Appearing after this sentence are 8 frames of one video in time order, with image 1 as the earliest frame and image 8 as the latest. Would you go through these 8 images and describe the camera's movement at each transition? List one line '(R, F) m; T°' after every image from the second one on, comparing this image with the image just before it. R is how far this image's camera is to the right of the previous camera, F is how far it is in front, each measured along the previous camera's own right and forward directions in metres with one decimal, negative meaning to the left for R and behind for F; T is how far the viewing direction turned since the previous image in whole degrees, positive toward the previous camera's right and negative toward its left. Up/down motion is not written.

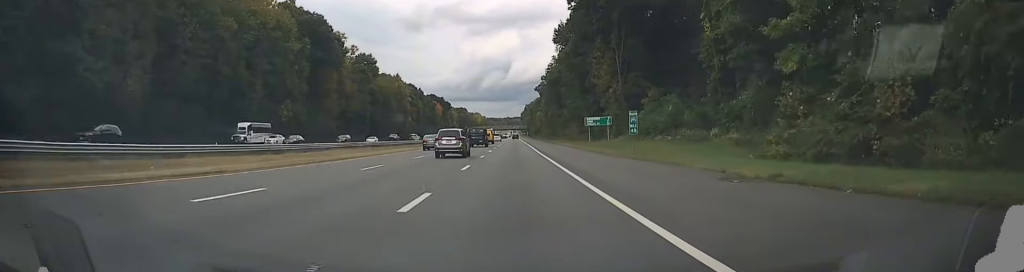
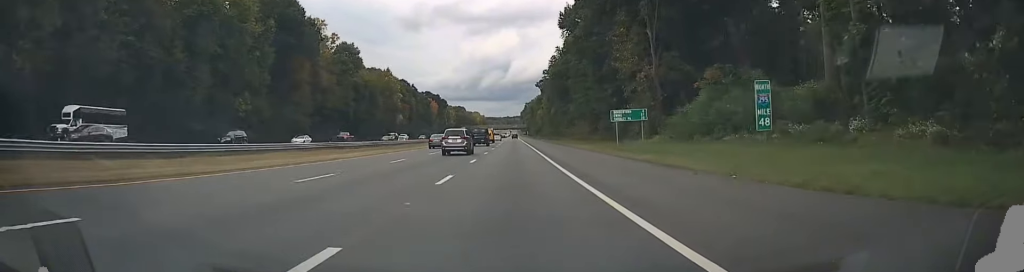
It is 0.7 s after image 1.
(0.0, +17.8) m; 0°
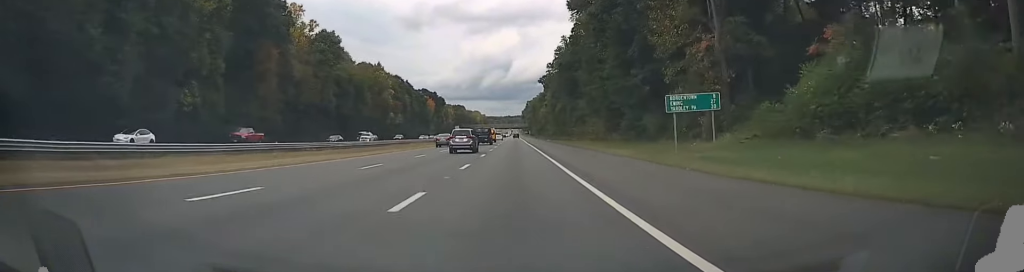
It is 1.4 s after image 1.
(0.0, +17.4) m; 0°
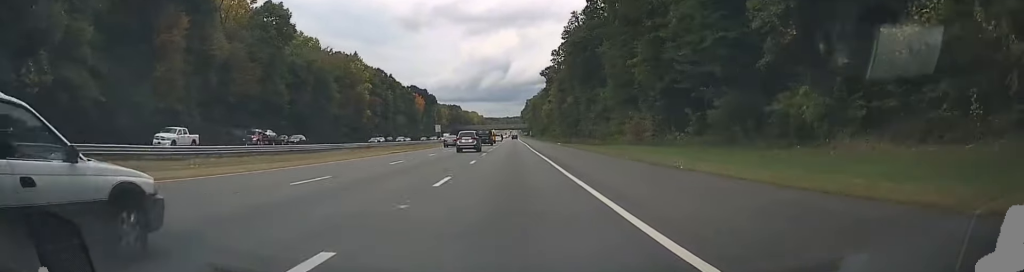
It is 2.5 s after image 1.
(-0.2, +31.0) m; 0°
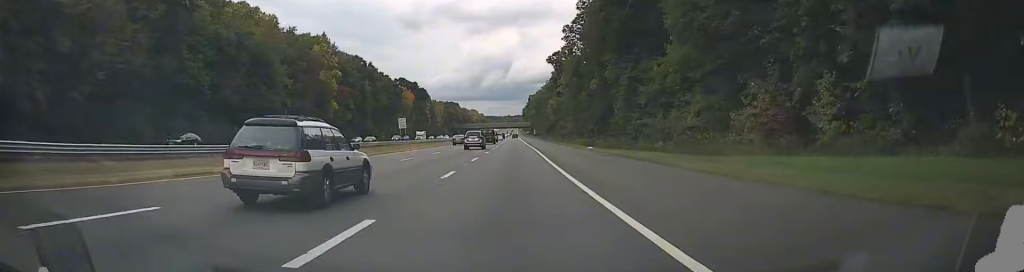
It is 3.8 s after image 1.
(+0.4, +35.4) m; 0°
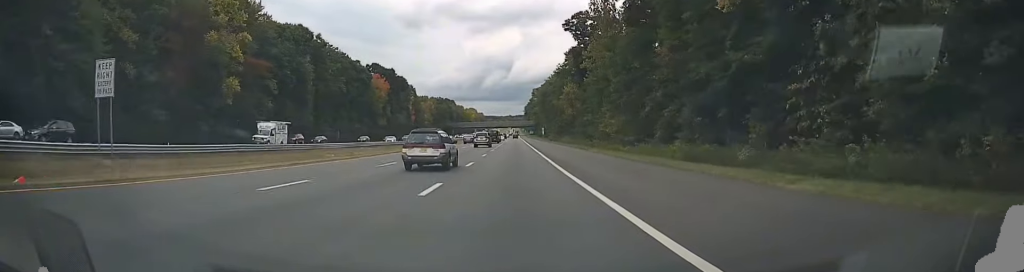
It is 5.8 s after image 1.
(-0.3, +53.9) m; 0°
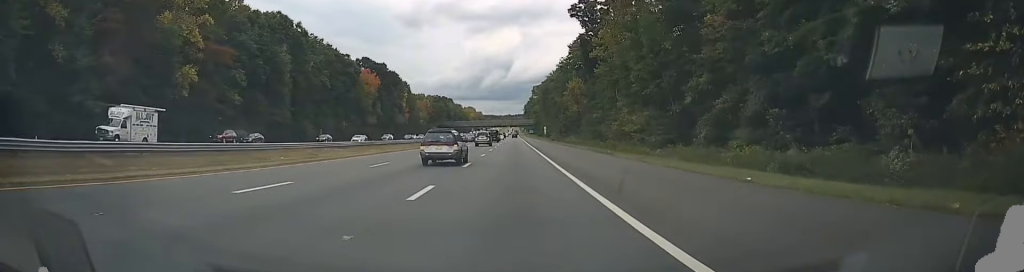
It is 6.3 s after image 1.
(0.0, +13.0) m; 0°
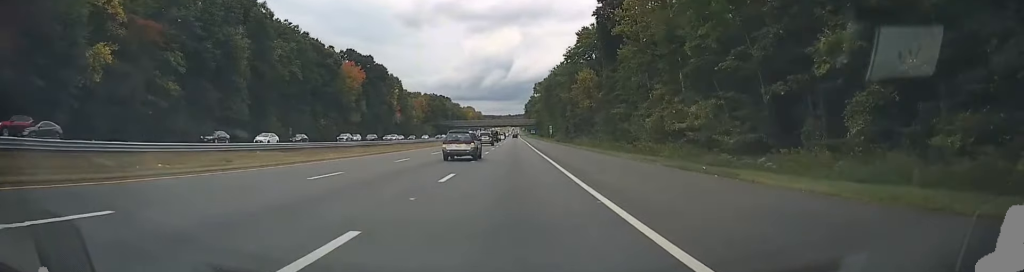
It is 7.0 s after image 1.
(-0.1, +19.1) m; 0°
